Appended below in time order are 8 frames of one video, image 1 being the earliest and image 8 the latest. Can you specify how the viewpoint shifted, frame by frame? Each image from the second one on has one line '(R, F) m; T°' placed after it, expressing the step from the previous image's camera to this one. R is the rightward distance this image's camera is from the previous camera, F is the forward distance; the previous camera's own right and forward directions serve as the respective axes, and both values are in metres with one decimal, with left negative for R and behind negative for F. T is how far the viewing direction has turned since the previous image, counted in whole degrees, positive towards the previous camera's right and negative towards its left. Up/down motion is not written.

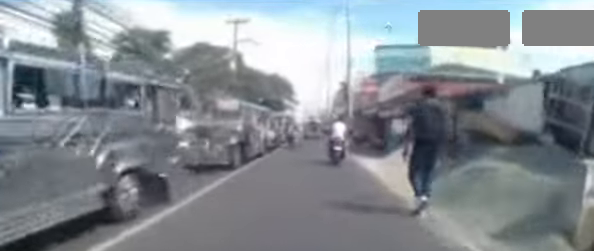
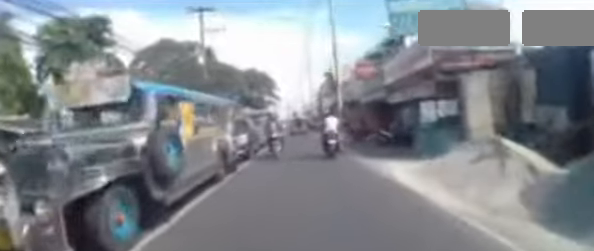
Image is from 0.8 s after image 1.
(+0.2, +4.7) m; +6°
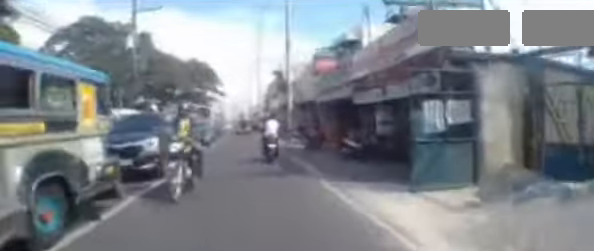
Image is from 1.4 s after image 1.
(+0.1, +3.1) m; +2°
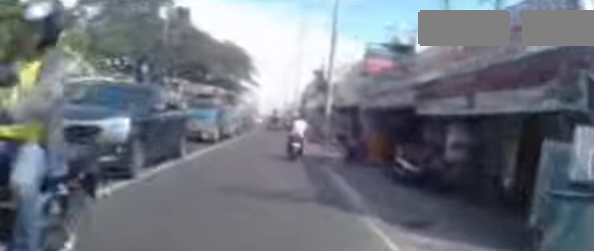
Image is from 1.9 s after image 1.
(+0.2, +2.9) m; 0°
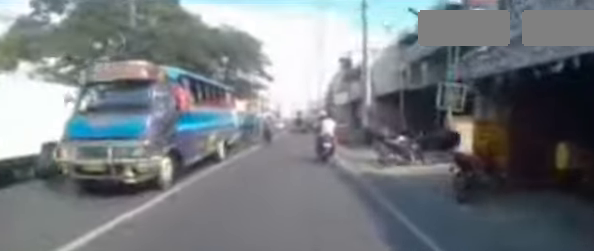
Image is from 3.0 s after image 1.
(-0.4, +7.1) m; +1°
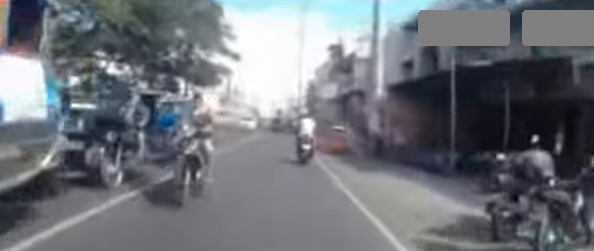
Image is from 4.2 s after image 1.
(+0.5, +7.5) m; 0°
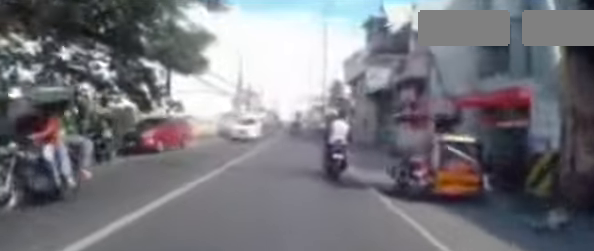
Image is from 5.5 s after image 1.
(-0.6, +8.8) m; -4°
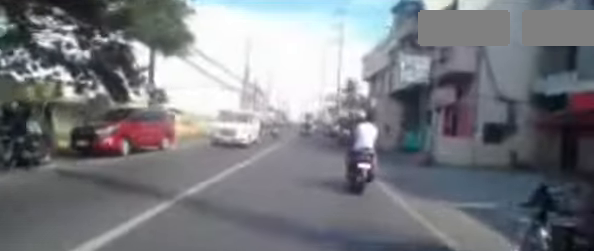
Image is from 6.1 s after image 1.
(0.0, +4.1) m; 0°
